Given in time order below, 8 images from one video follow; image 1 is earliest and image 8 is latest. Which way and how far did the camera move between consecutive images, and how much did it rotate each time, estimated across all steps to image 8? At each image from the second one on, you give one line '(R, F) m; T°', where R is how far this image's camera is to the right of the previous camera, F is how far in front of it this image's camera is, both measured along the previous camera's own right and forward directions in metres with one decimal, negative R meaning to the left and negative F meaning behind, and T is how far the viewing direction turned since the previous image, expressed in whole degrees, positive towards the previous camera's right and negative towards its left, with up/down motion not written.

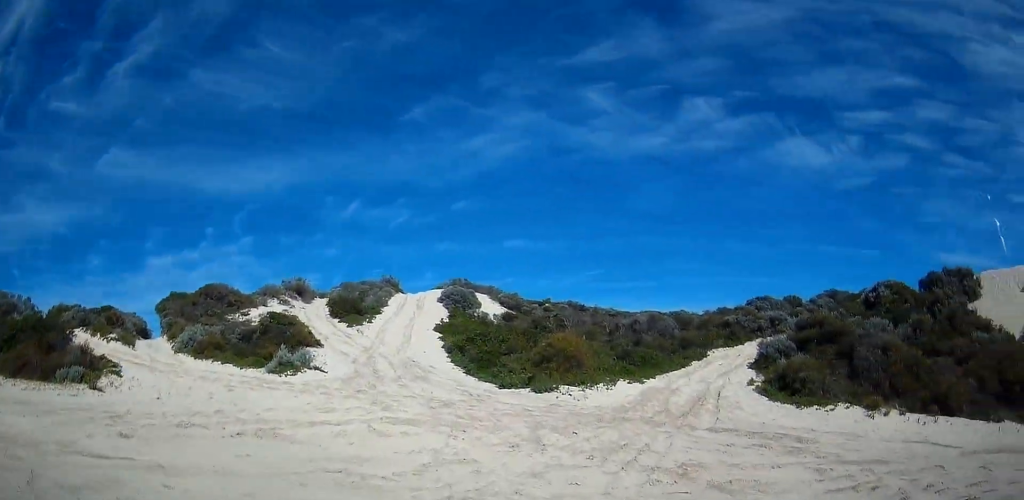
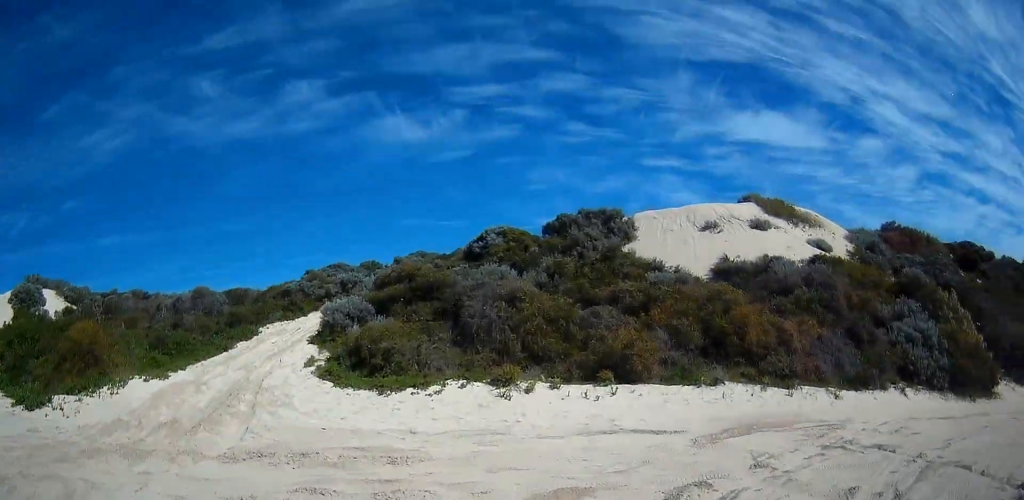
(+2.1, +5.7) m; +38°
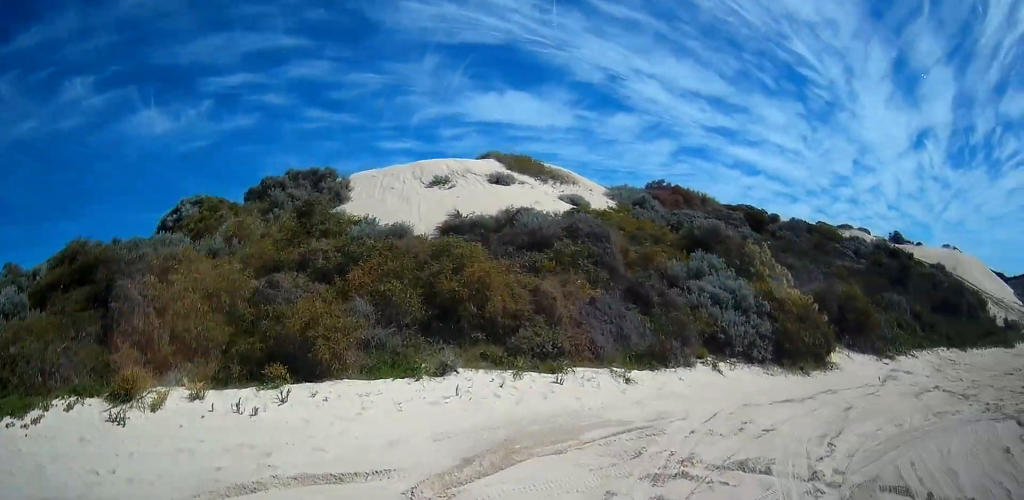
(+1.0, +4.4) m; +28°
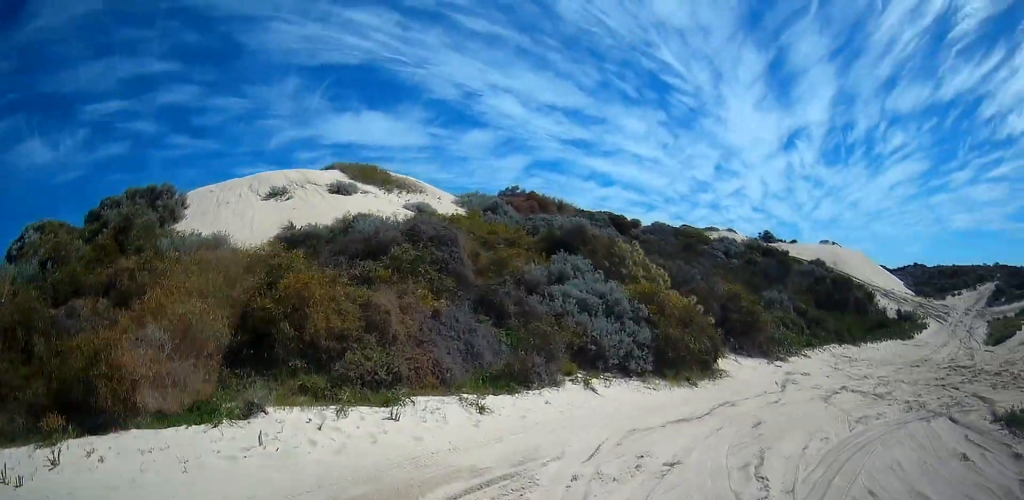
(+0.3, +2.1) m; +13°
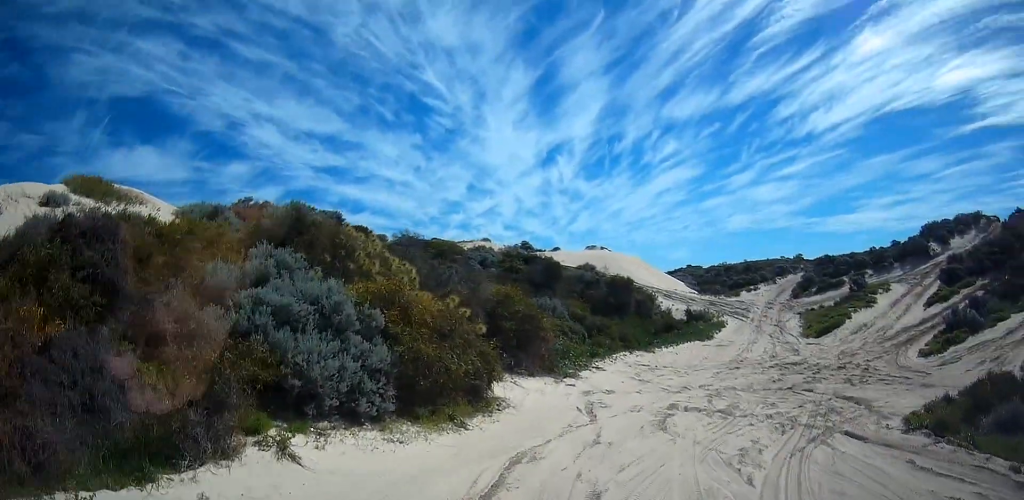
(+1.1, +4.6) m; +24°
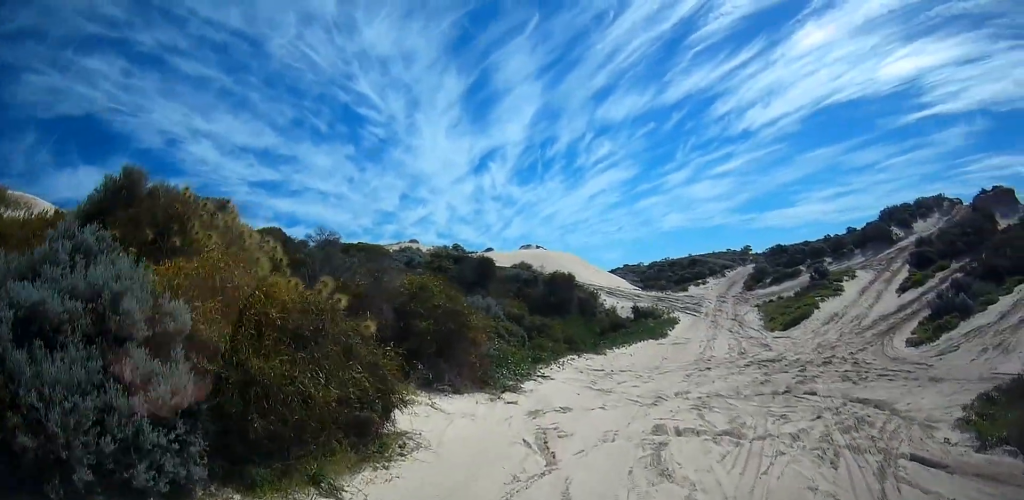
(+0.6, +3.7) m; +10°
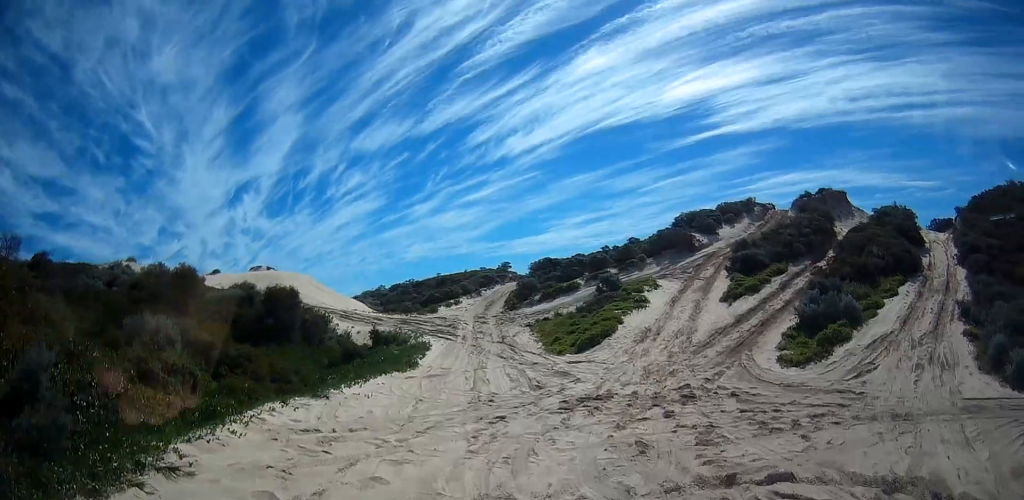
(+1.1, +8.5) m; +21°
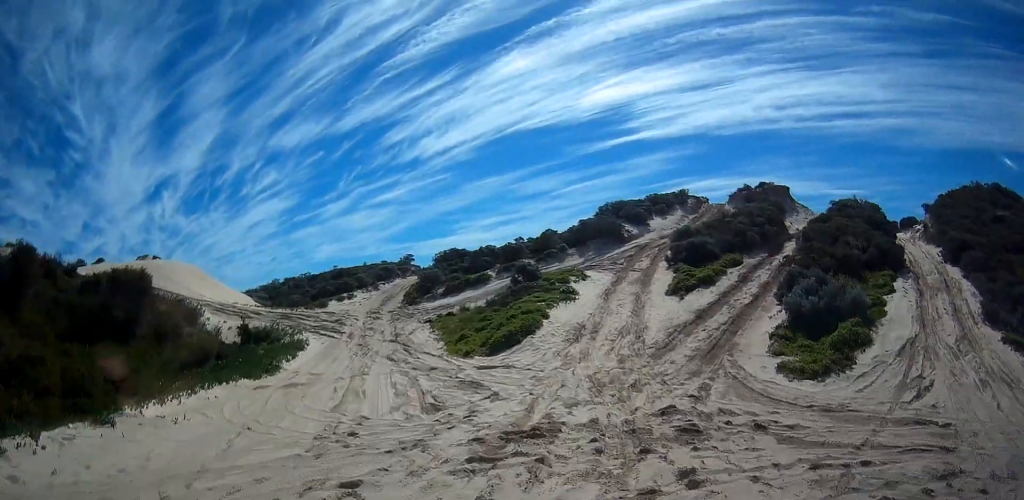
(+1.0, +6.0) m; +17°
